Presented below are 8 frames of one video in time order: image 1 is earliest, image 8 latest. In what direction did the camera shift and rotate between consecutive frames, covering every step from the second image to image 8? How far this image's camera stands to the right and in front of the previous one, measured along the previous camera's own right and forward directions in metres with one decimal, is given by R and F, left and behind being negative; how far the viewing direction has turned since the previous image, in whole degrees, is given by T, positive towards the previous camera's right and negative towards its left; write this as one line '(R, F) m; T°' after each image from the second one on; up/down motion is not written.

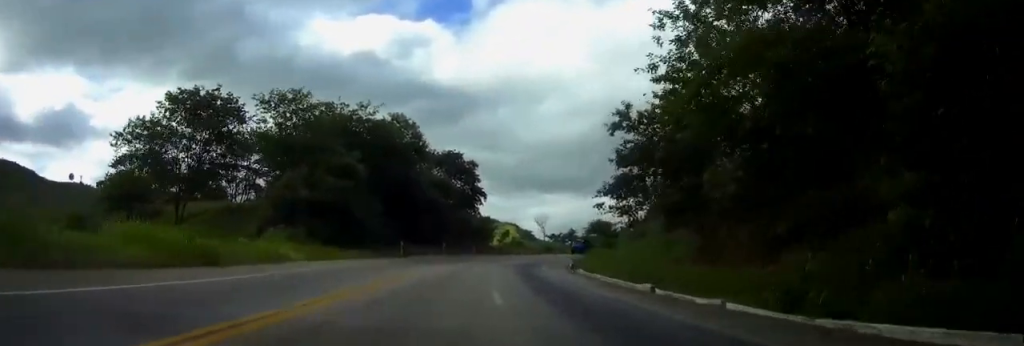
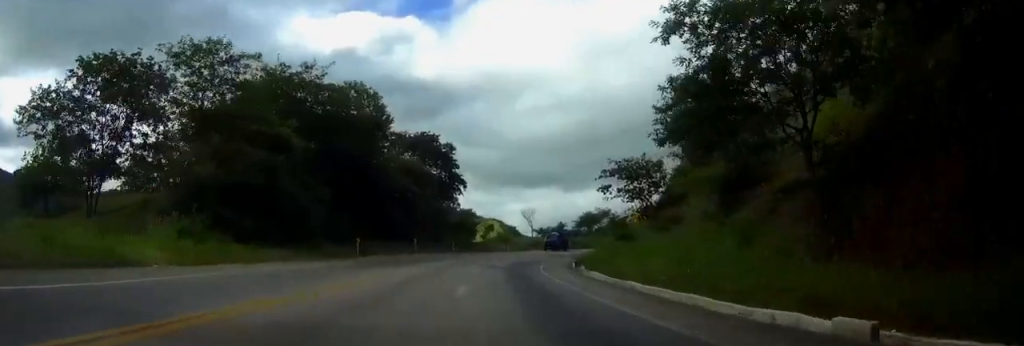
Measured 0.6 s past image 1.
(0.0, +13.4) m; +1°
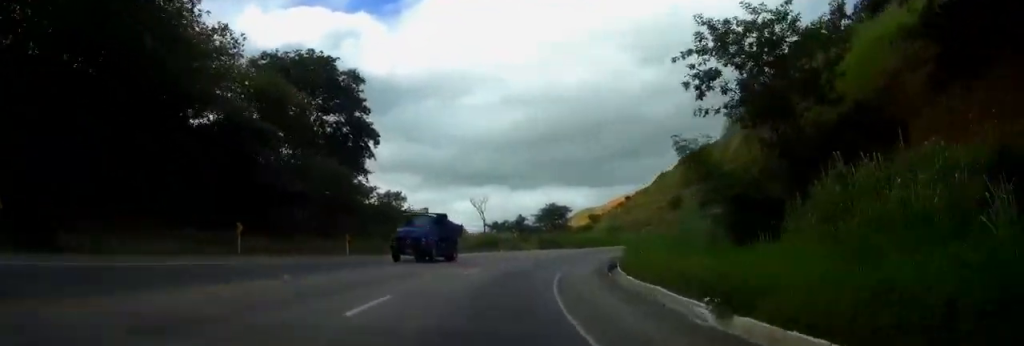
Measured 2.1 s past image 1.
(+1.7, +36.3) m; +6°
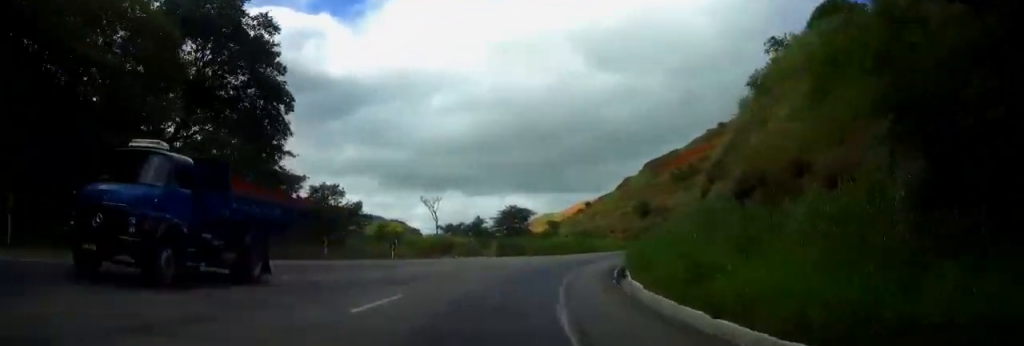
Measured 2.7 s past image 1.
(-0.1, +14.3) m; +3°
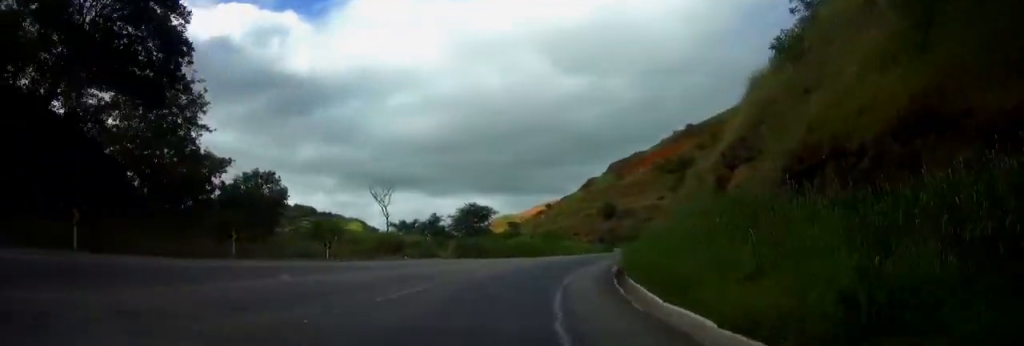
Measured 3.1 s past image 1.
(+0.6, +10.0) m; +3°
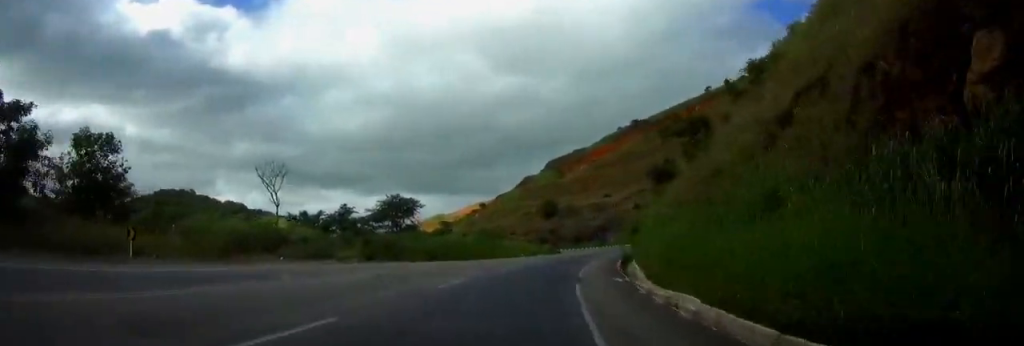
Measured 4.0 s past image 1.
(+1.1, +20.8) m; +6°
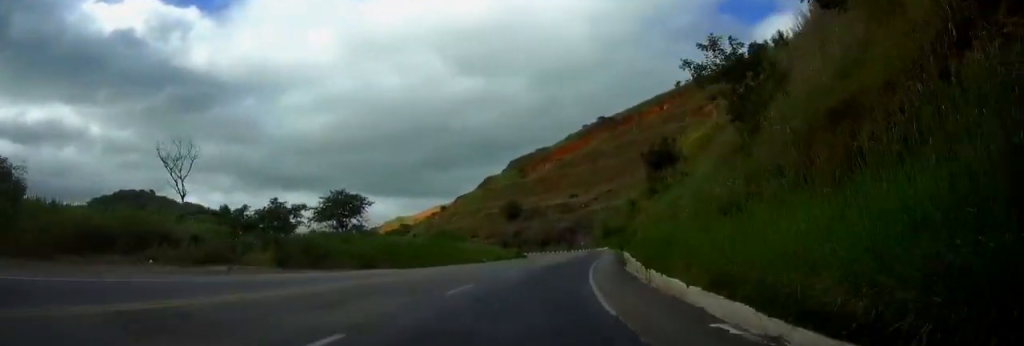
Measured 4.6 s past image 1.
(+0.3, +14.1) m; +3°
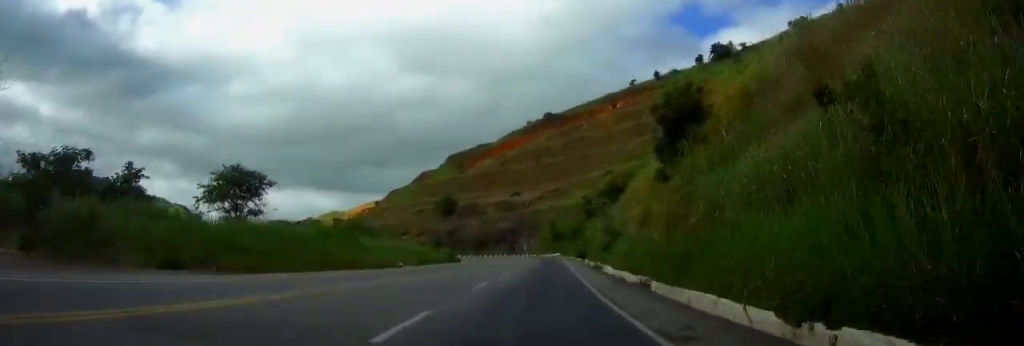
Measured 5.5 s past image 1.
(+1.0, +20.7) m; +4°
